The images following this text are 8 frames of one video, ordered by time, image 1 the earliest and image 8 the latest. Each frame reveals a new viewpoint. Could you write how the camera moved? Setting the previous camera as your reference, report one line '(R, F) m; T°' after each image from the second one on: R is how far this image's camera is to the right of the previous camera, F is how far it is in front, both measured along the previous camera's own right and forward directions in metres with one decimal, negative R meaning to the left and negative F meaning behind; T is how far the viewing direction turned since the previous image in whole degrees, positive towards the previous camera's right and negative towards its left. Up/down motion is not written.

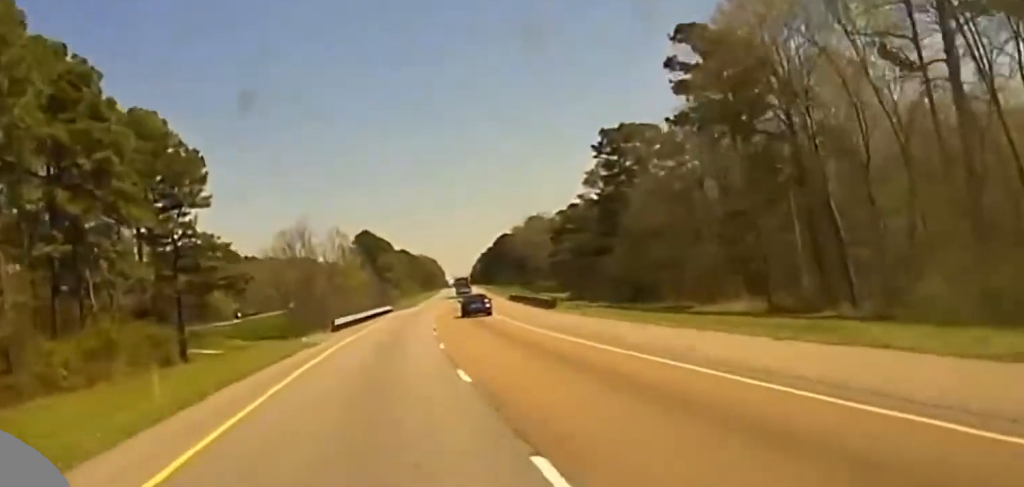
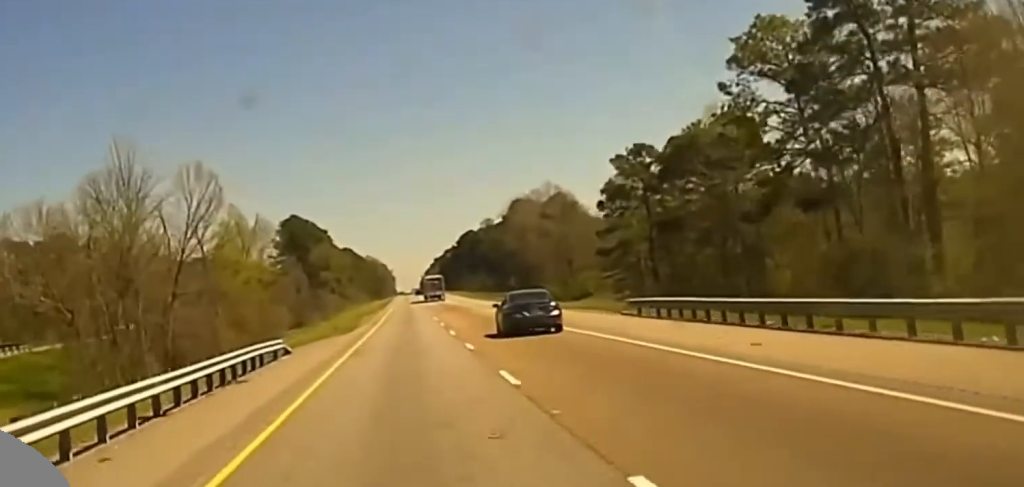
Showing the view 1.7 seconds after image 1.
(+2.1, +87.0) m; +3°
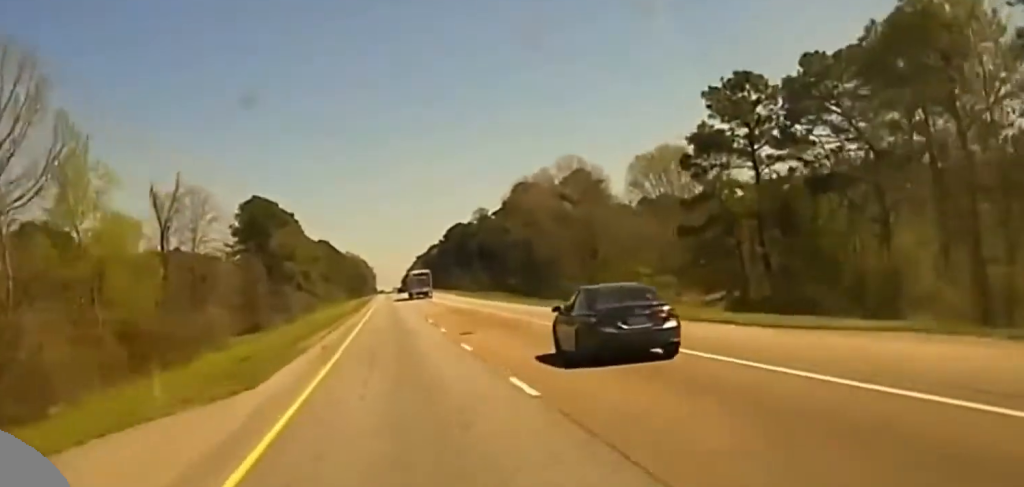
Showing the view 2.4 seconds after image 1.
(+0.5, +39.4) m; +1°
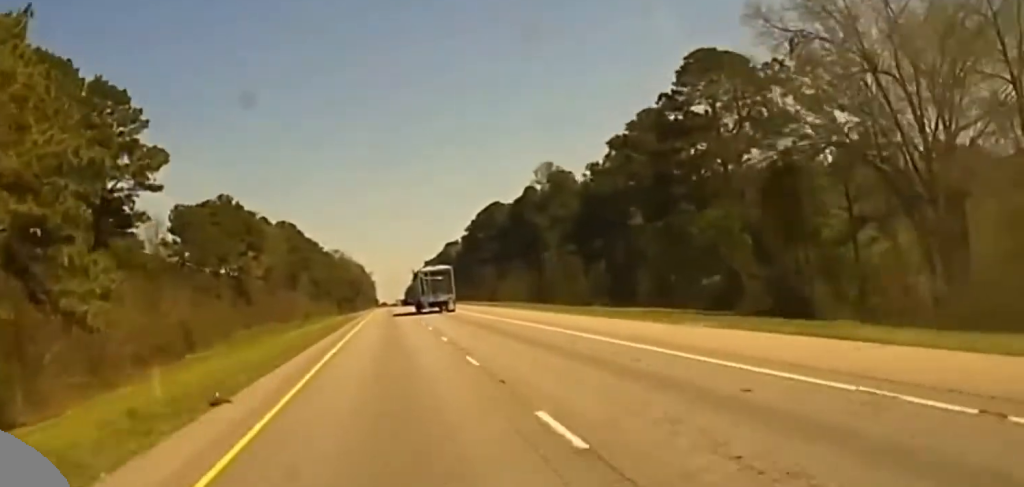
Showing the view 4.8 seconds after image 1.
(+0.4, +131.5) m; 0°
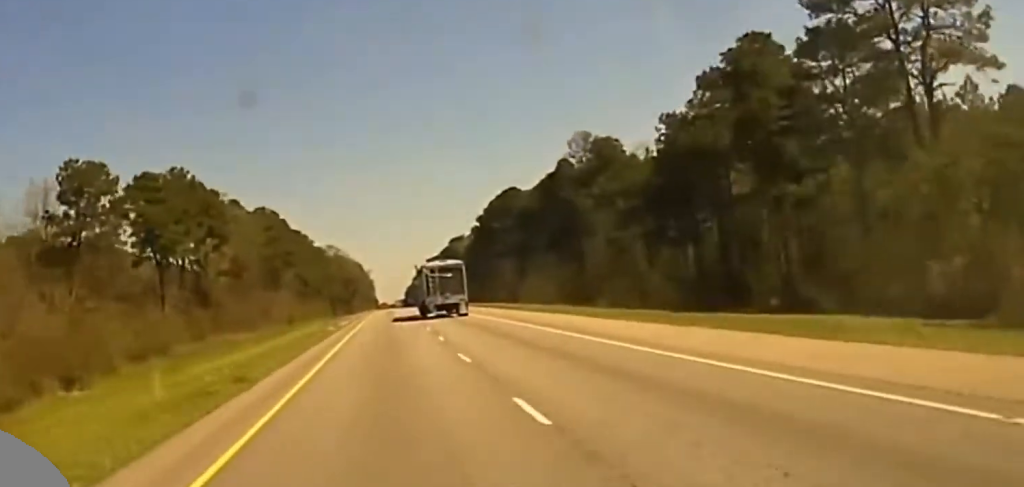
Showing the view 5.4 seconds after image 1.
(0.0, +36.3) m; 0°
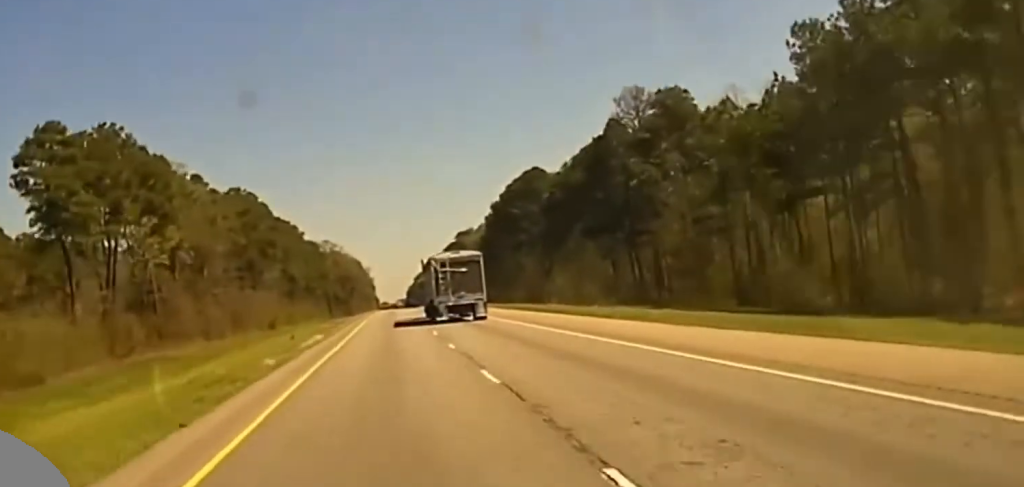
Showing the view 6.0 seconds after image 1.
(0.0, +33.1) m; 0°
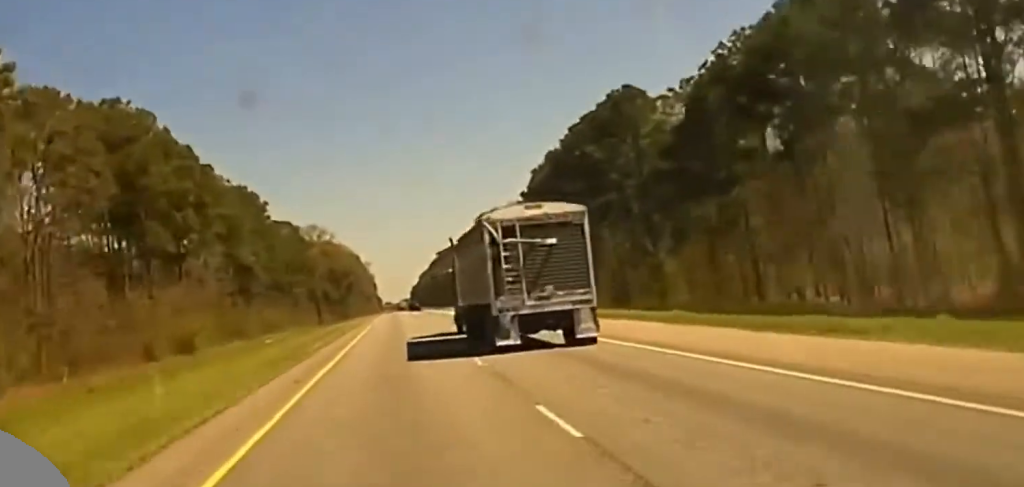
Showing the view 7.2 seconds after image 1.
(0.0, +63.2) m; 0°
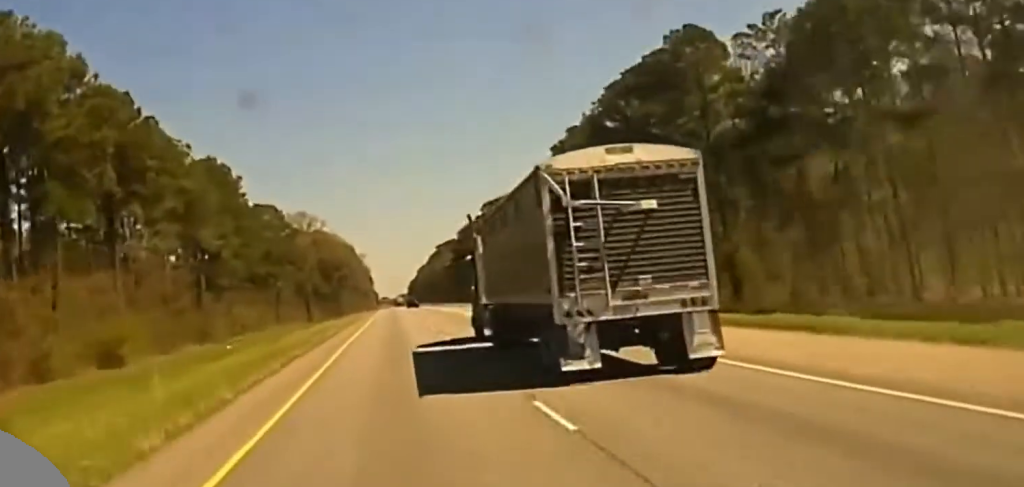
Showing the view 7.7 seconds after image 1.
(0.0, +24.0) m; 0°
